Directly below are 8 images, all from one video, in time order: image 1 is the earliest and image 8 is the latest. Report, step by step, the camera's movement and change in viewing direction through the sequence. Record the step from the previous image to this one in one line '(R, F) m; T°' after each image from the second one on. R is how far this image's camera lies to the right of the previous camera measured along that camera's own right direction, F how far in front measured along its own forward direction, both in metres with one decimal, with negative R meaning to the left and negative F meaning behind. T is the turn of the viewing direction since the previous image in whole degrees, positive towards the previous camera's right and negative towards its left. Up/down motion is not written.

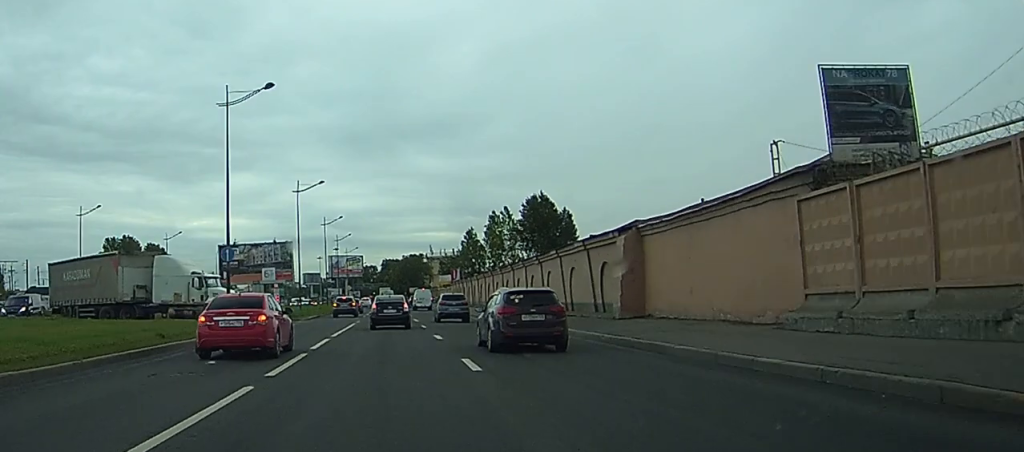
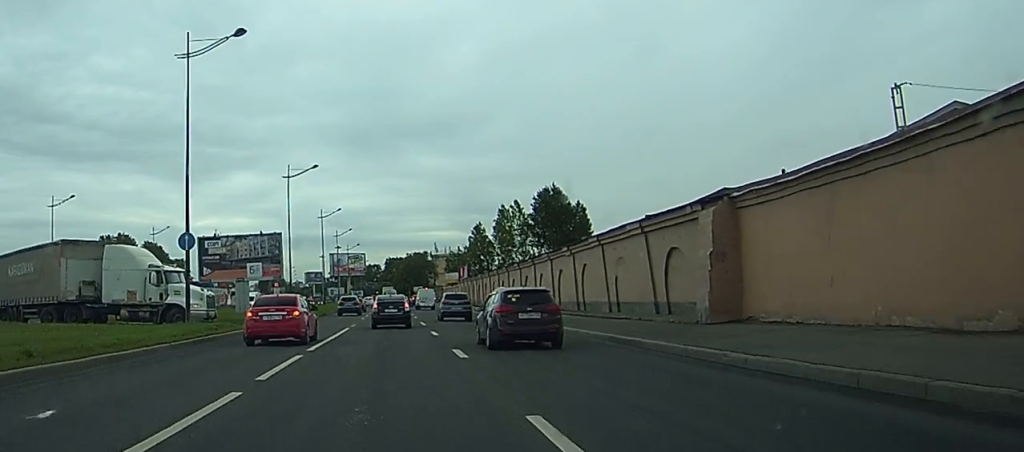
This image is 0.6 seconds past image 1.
(-0.1, +9.1) m; 0°
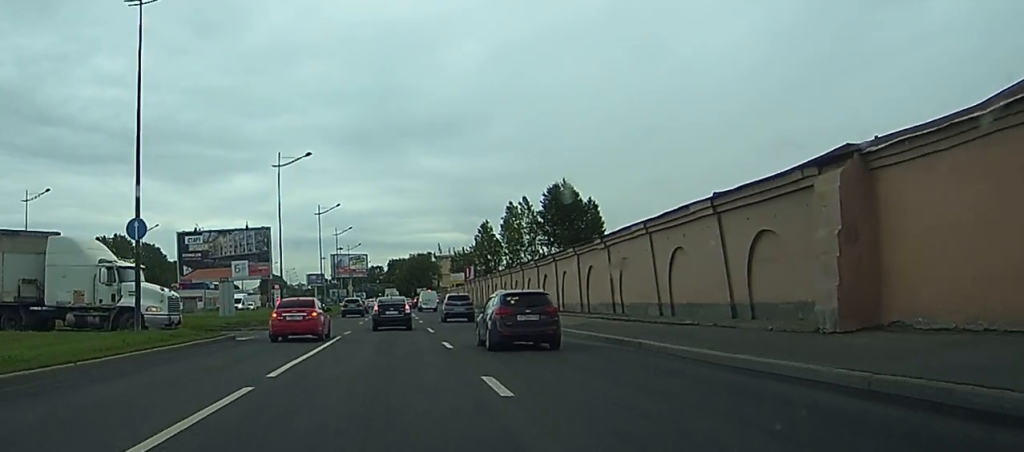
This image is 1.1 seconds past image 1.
(0.0, +7.0) m; 0°
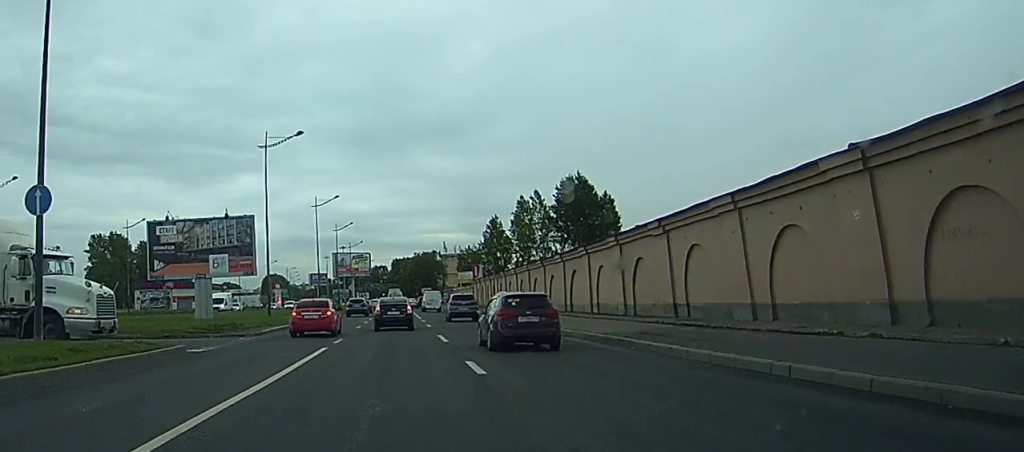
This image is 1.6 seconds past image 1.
(0.0, +8.1) m; 0°
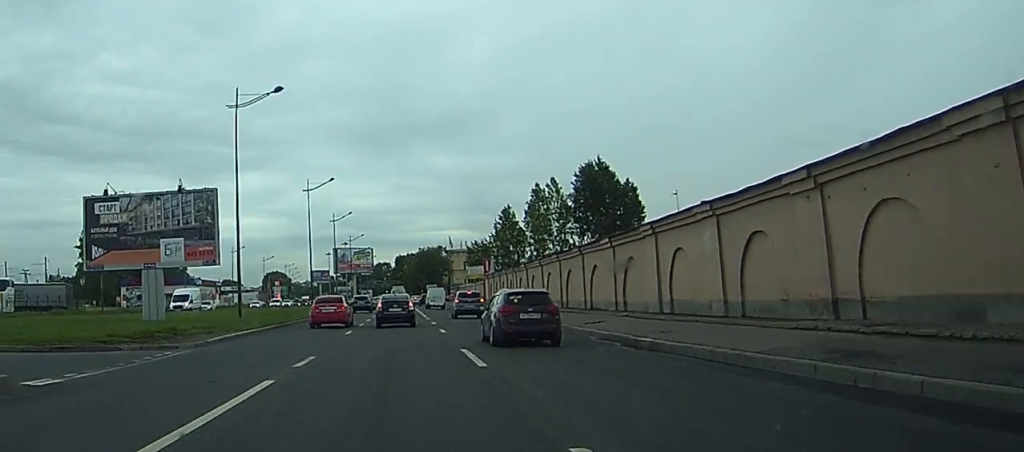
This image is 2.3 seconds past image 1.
(0.0, +11.1) m; 0°
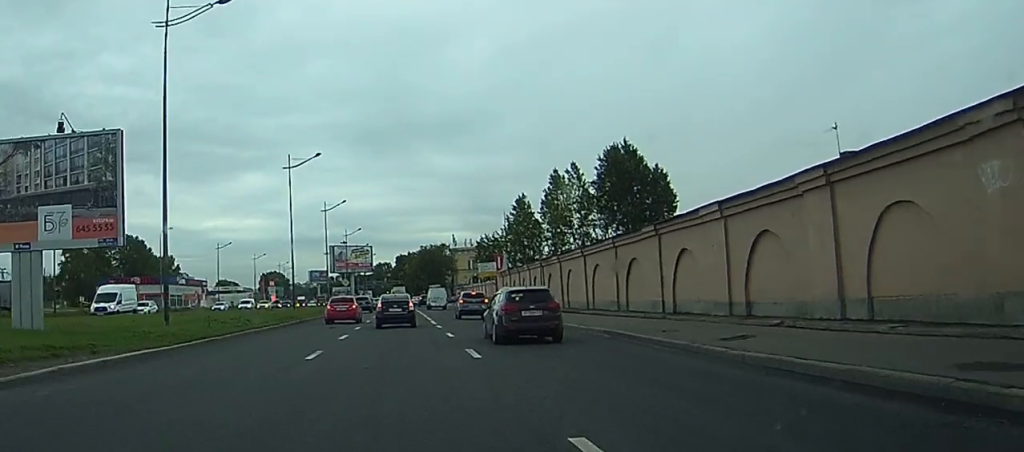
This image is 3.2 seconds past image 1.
(0.0, +13.7) m; 0°
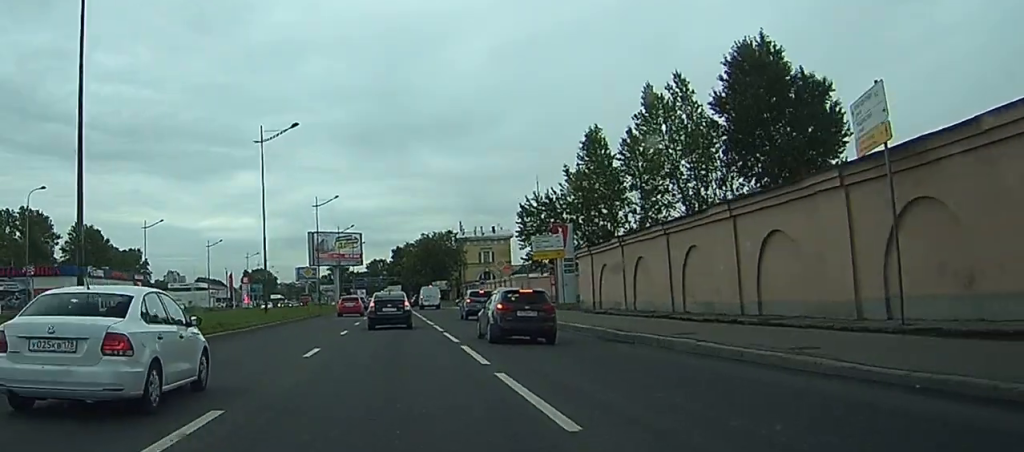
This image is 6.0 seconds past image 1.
(-0.4, +42.1) m; -3°
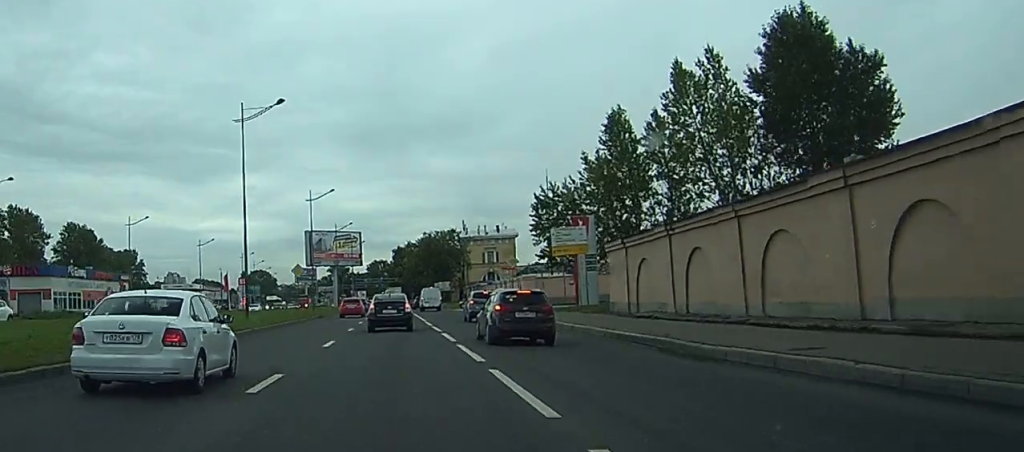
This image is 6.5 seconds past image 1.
(+0.1, +7.0) m; 0°
